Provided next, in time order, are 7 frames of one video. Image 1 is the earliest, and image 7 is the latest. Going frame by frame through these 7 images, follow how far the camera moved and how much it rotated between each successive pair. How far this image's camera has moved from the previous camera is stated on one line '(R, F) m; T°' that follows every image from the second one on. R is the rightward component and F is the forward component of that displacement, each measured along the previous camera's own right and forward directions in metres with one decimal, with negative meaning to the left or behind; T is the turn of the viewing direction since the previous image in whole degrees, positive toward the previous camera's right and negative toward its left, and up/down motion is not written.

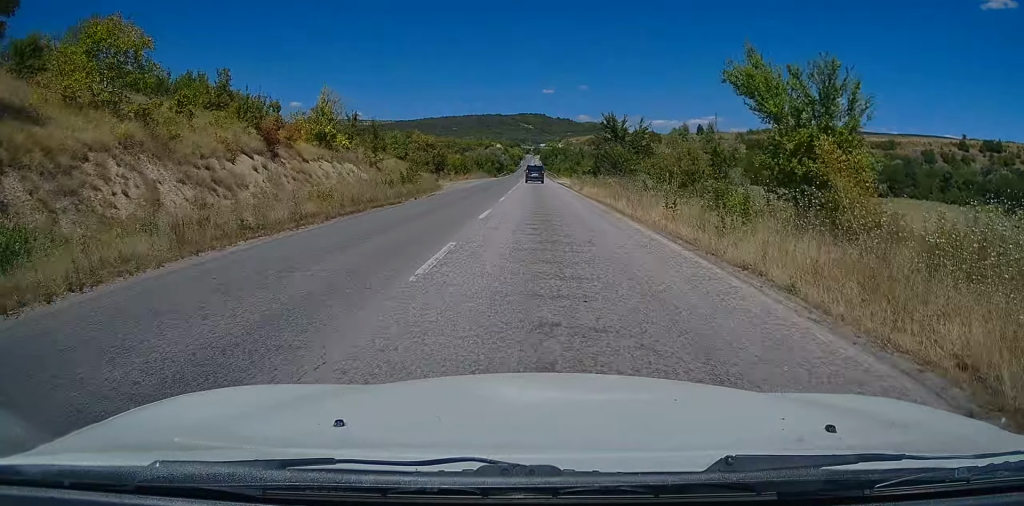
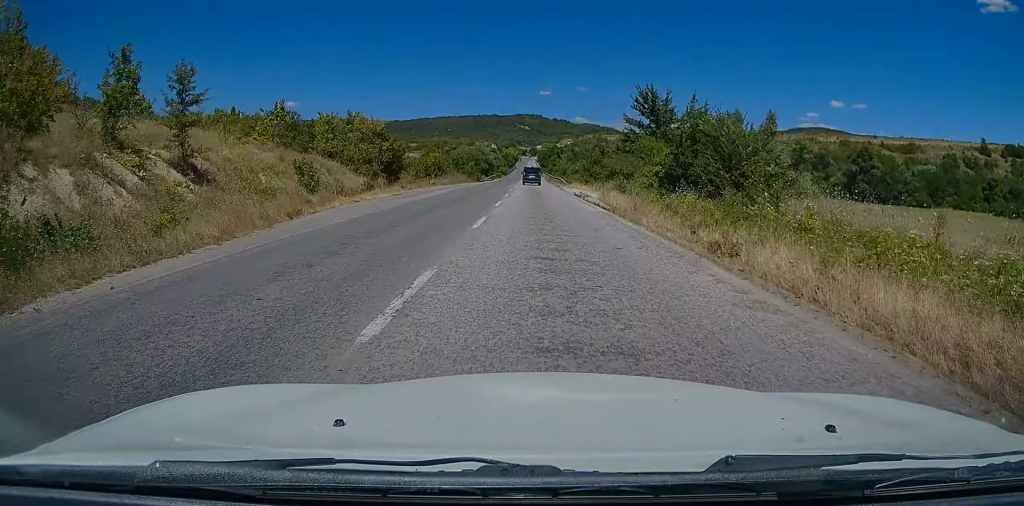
(0.0, +25.7) m; 0°
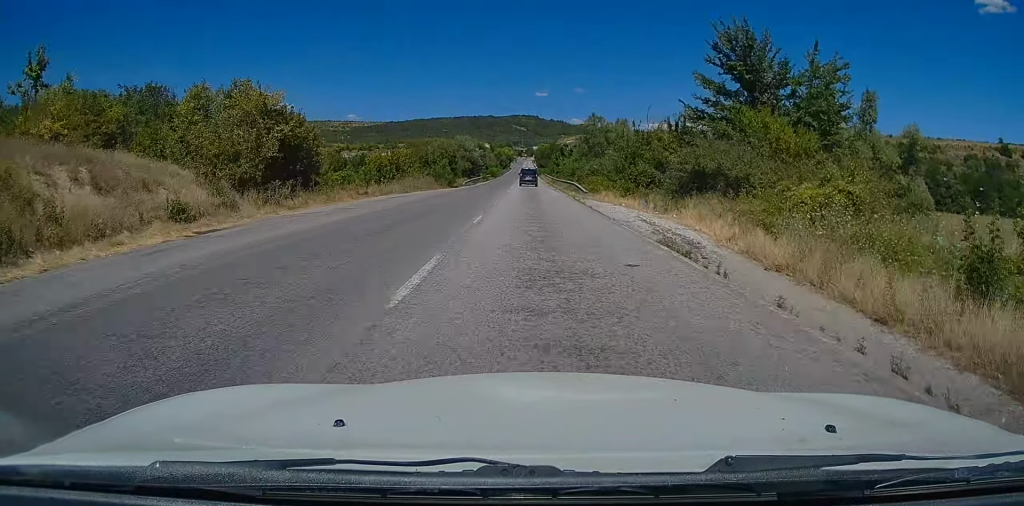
(0.0, +23.7) m; 0°
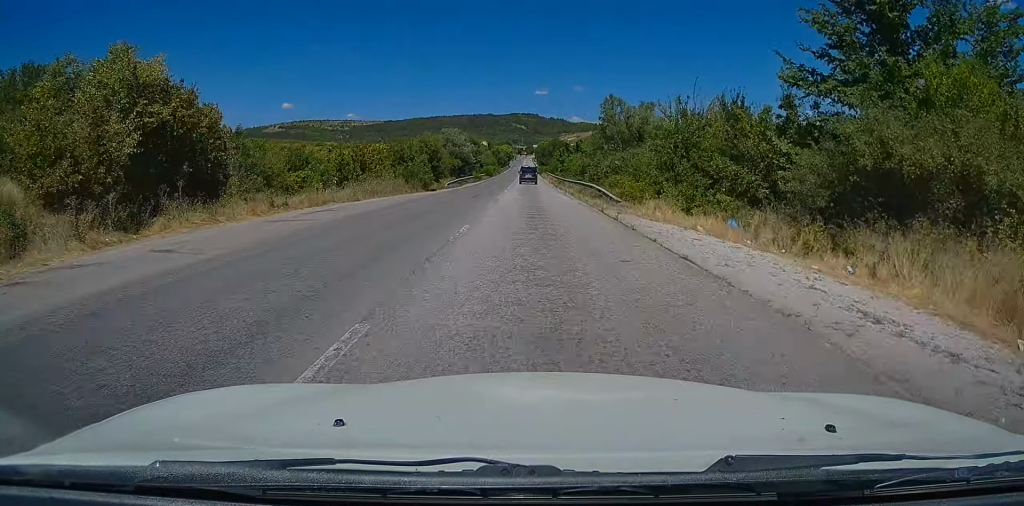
(0.0, +13.1) m; 0°
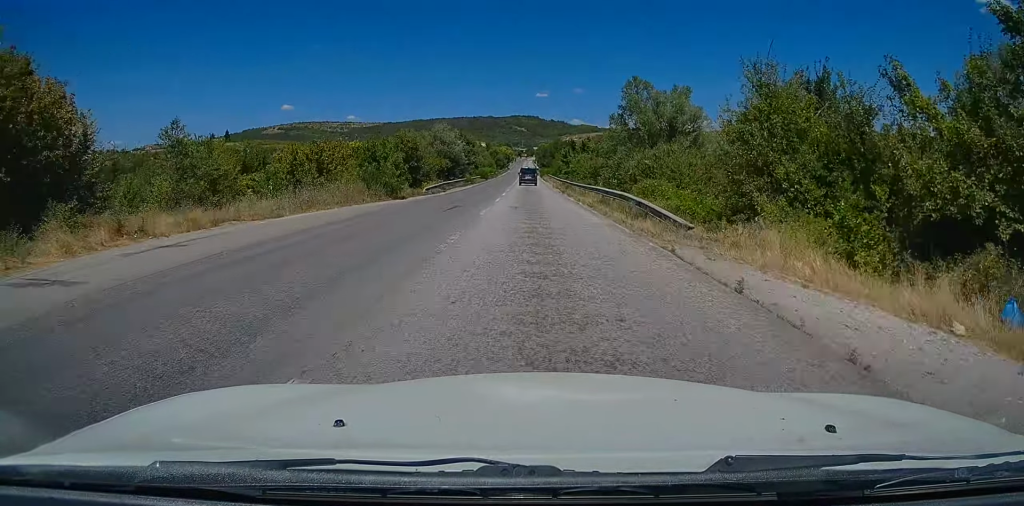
(0.0, +10.6) m; 0°
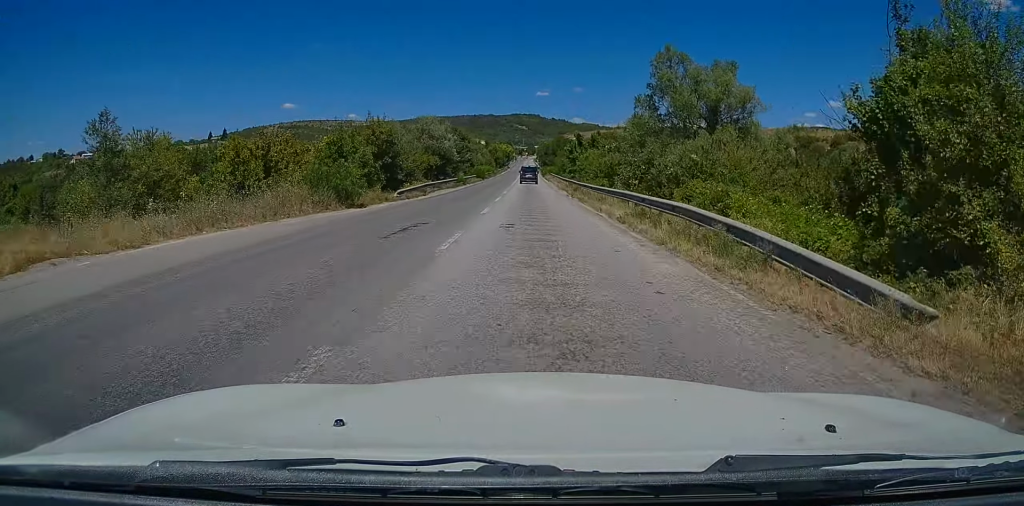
(0.0, +8.9) m; 0°
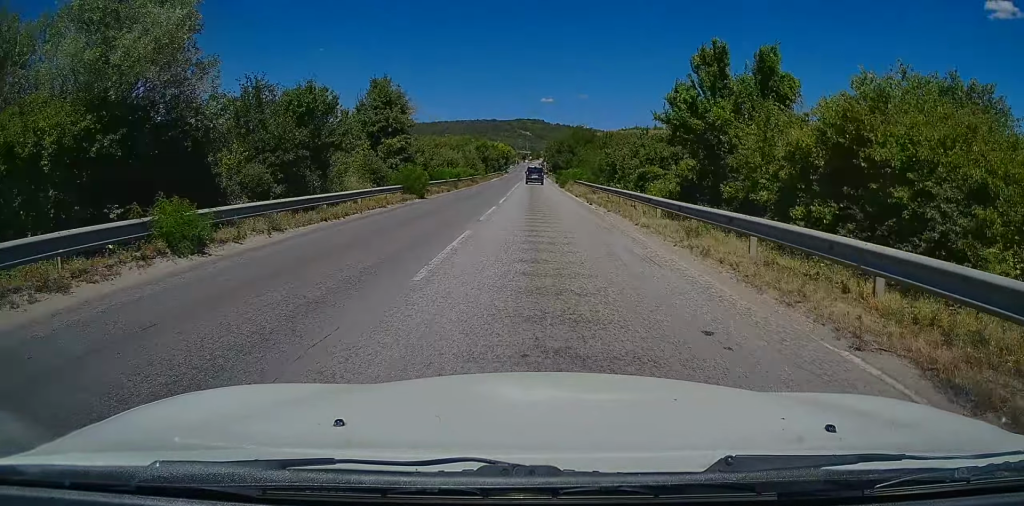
(0.0, +45.9) m; 0°
